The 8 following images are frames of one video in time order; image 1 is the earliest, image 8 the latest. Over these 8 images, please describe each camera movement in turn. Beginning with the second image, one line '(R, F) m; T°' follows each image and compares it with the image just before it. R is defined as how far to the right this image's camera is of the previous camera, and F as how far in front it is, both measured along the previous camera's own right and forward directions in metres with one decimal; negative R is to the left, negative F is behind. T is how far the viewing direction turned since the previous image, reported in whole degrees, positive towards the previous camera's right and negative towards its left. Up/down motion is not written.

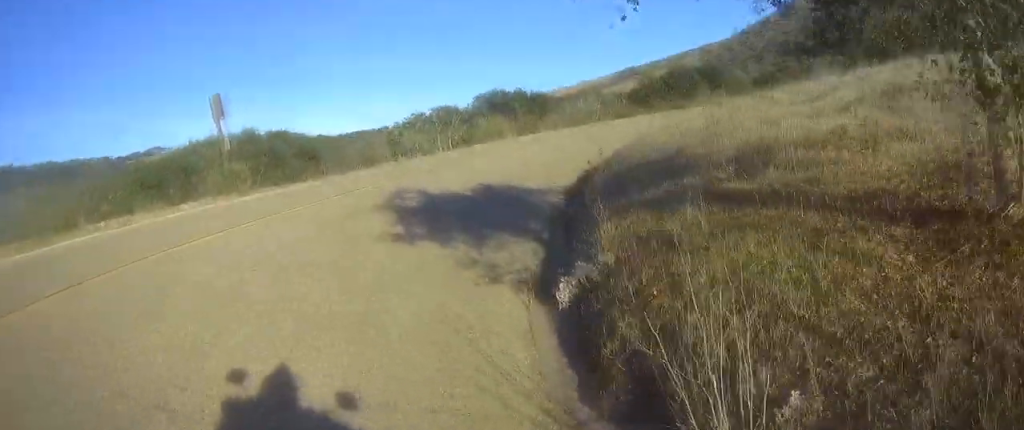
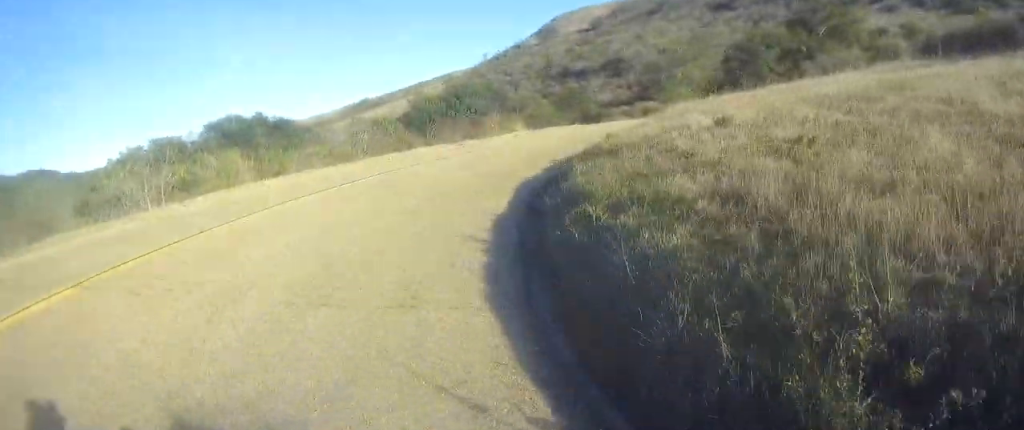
(+2.3, +10.9) m; +30°
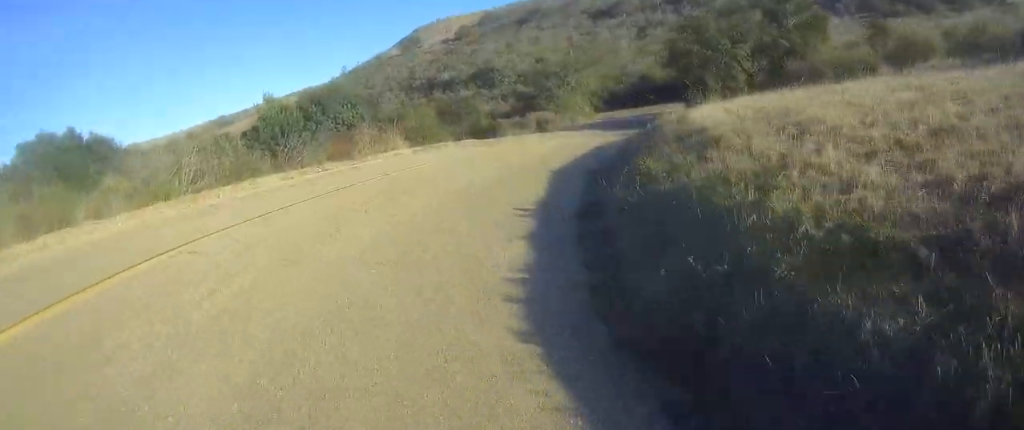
(+1.9, +9.8) m; +13°
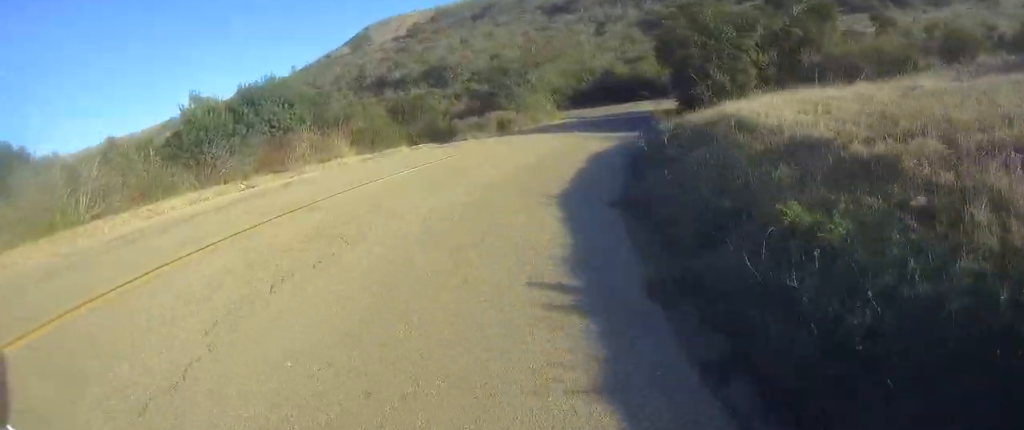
(+0.1, +4.7) m; +4°
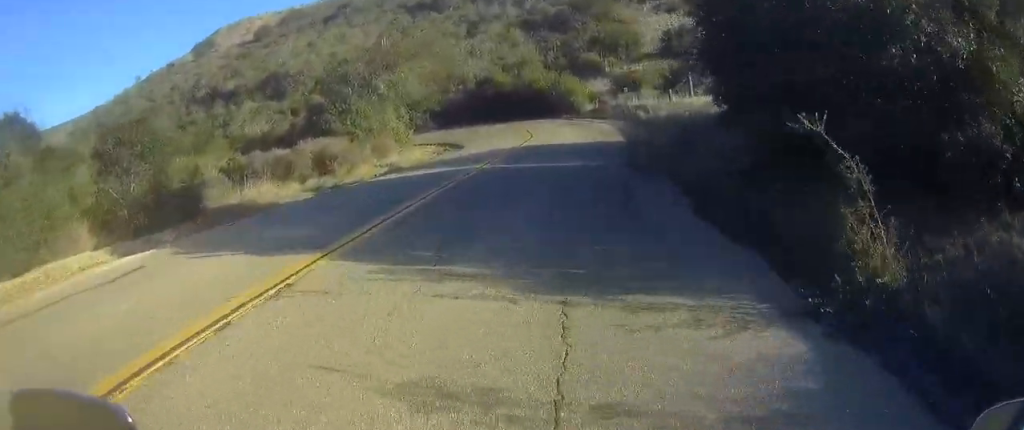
(+2.9, +17.9) m; +21°
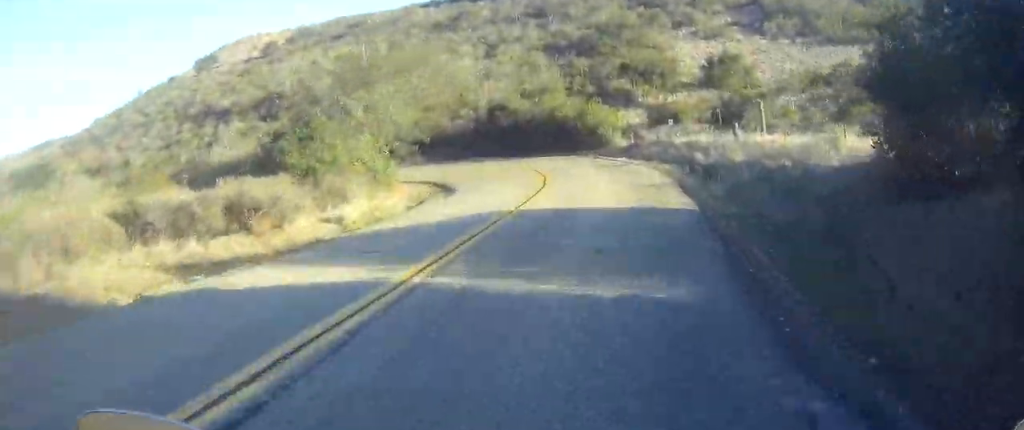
(+0.8, +9.0) m; +4°
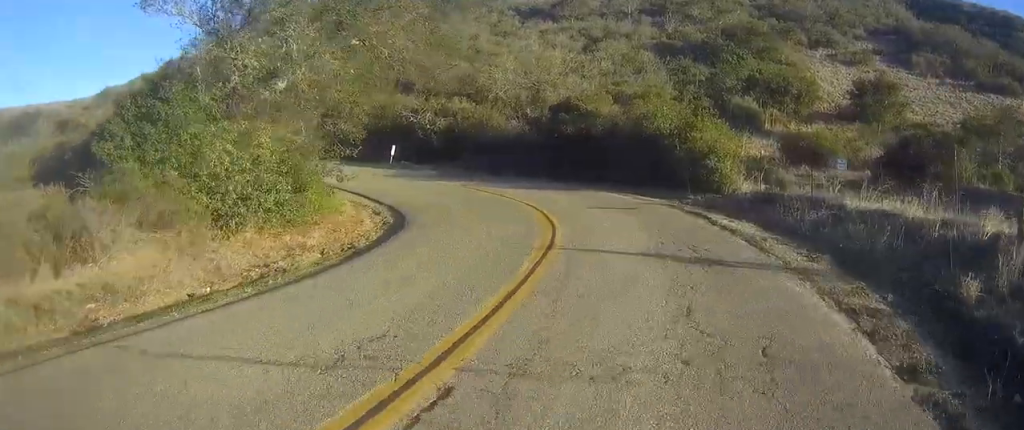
(-0.3, +16.1) m; -1°
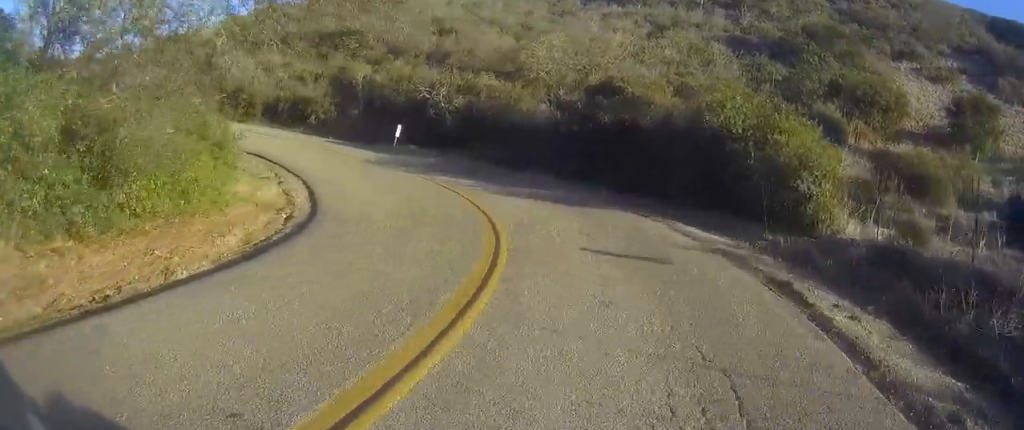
(0.0, +8.2) m; -2°
